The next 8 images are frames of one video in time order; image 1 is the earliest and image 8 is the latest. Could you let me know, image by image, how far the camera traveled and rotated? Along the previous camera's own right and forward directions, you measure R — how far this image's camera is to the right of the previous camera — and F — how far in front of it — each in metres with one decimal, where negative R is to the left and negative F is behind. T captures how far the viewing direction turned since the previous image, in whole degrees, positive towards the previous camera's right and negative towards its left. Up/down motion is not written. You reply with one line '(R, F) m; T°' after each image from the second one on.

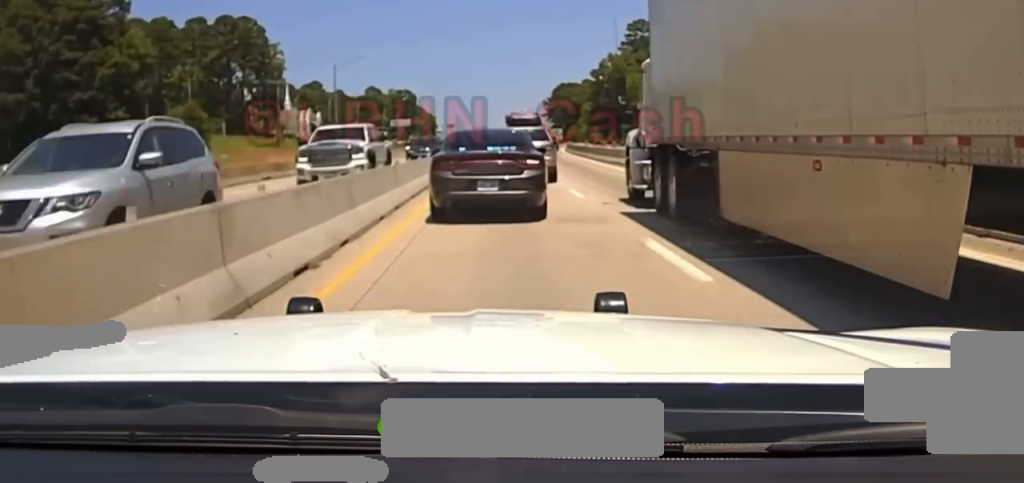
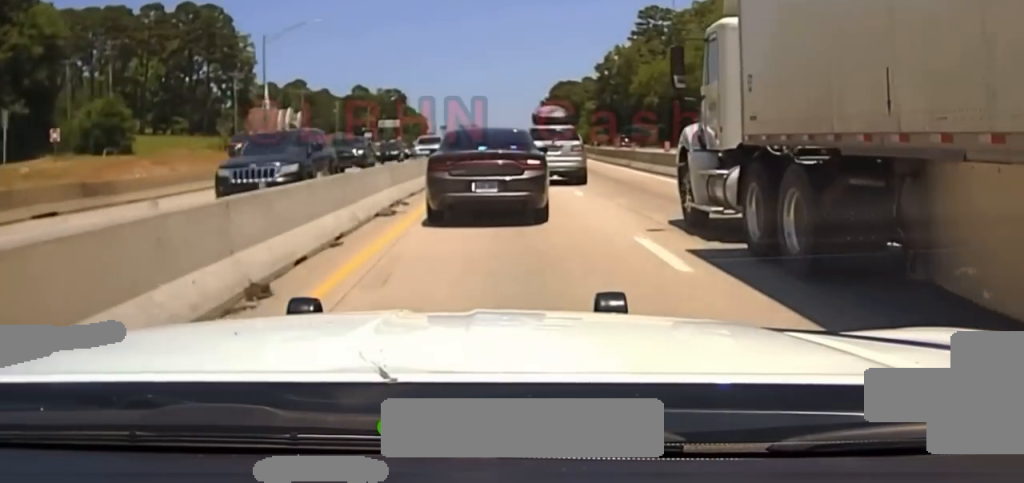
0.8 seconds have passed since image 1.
(0.0, +20.5) m; 0°
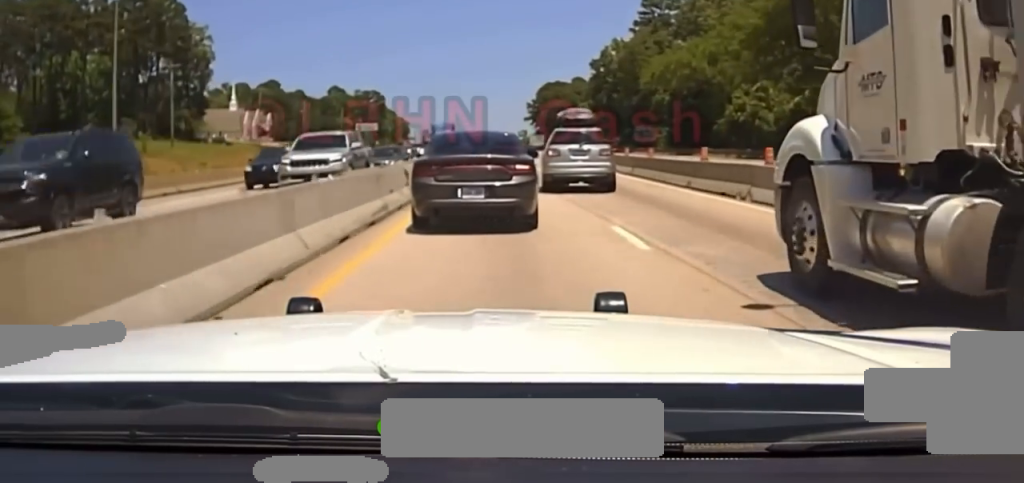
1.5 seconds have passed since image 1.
(0.0, +18.8) m; +1°
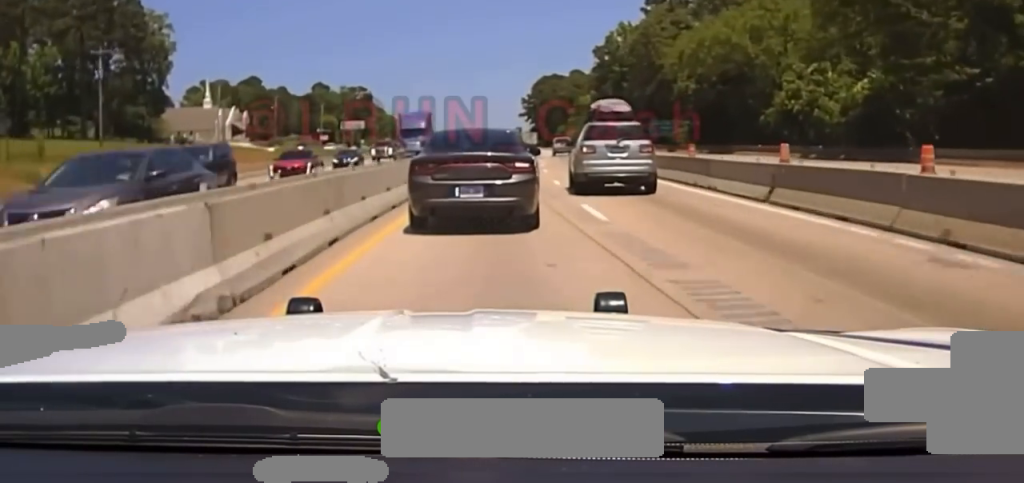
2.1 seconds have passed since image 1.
(0.0, +17.4) m; +1°
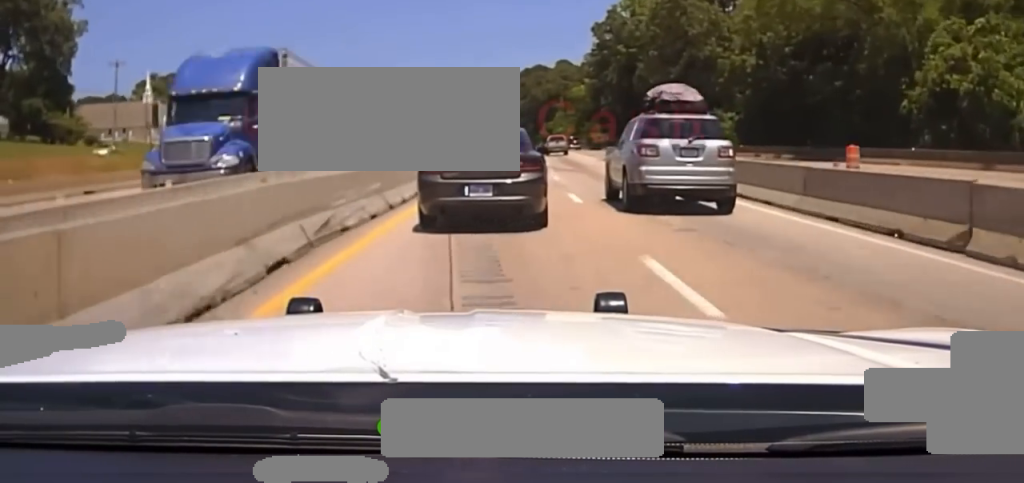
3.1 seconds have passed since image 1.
(+0.4, +30.8) m; +1°
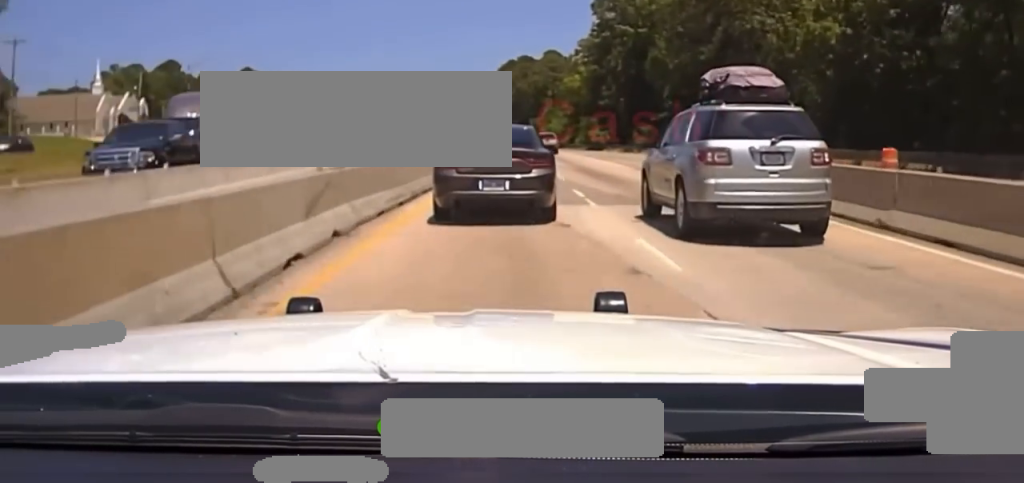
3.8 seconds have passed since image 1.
(0.0, +22.4) m; +1°
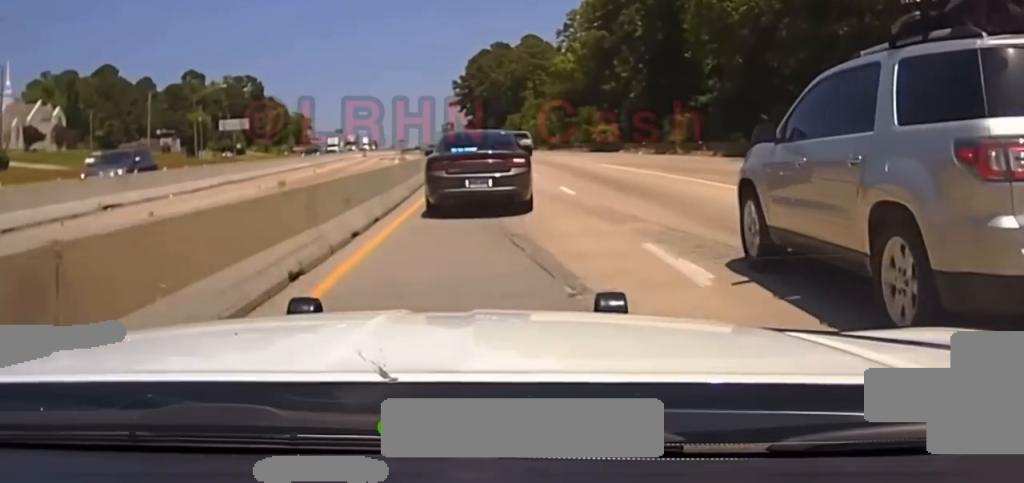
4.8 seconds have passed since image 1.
(+0.3, +35.2) m; +1°
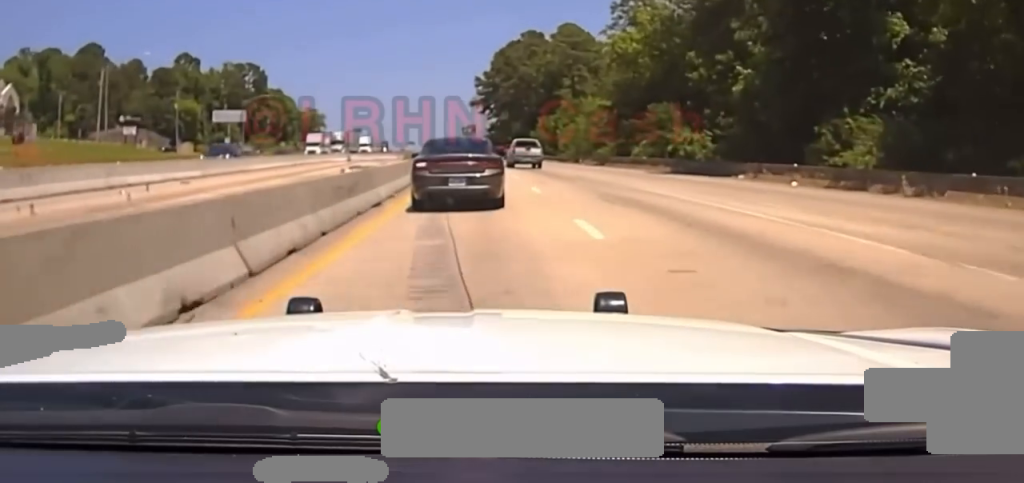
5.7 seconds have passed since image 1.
(+0.5, +36.0) m; 0°
